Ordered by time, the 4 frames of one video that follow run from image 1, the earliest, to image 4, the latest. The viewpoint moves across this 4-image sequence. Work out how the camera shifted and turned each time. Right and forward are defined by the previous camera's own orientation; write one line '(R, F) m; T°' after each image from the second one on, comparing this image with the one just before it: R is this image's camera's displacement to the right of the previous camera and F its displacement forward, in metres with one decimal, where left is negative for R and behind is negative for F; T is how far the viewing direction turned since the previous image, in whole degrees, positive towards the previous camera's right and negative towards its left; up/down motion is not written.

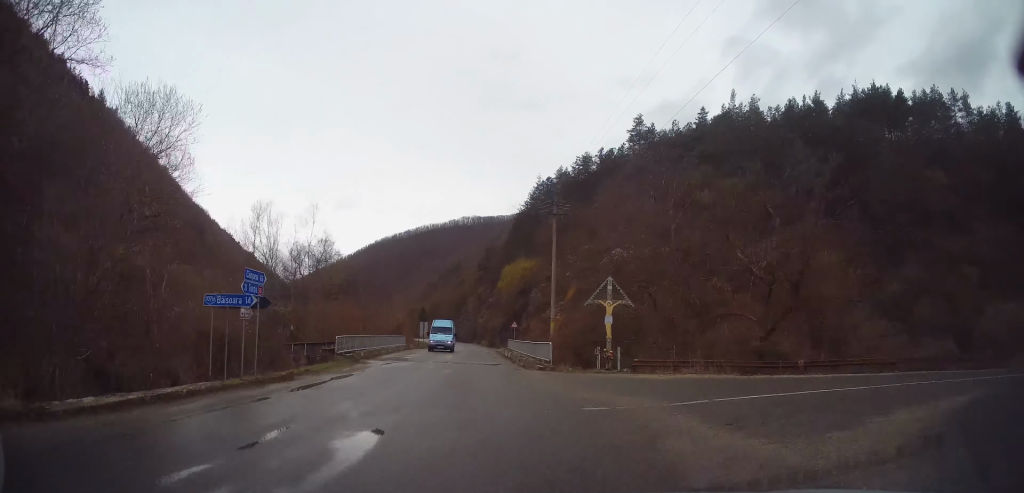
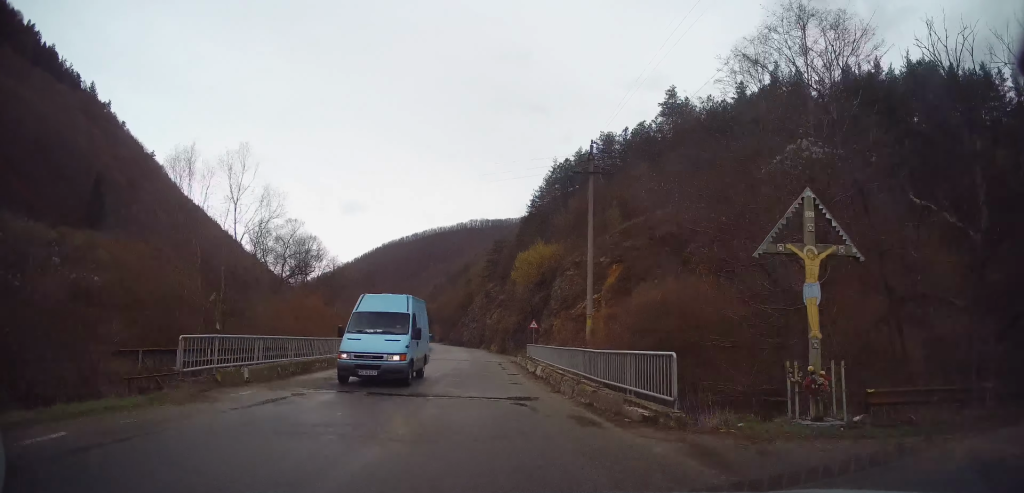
(+0.3, +15.2) m; +1°
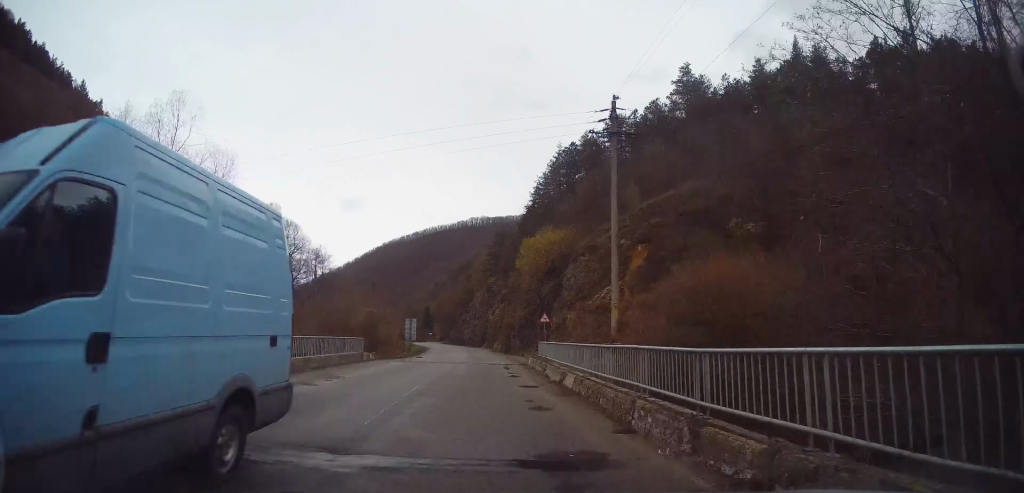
(+0.1, +7.1) m; 0°
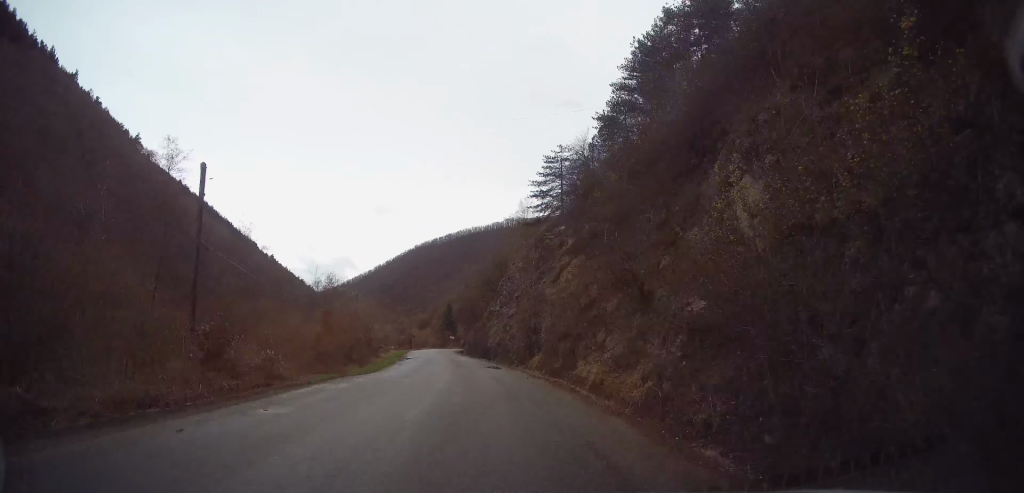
(-2.0, +47.4) m; -5°
